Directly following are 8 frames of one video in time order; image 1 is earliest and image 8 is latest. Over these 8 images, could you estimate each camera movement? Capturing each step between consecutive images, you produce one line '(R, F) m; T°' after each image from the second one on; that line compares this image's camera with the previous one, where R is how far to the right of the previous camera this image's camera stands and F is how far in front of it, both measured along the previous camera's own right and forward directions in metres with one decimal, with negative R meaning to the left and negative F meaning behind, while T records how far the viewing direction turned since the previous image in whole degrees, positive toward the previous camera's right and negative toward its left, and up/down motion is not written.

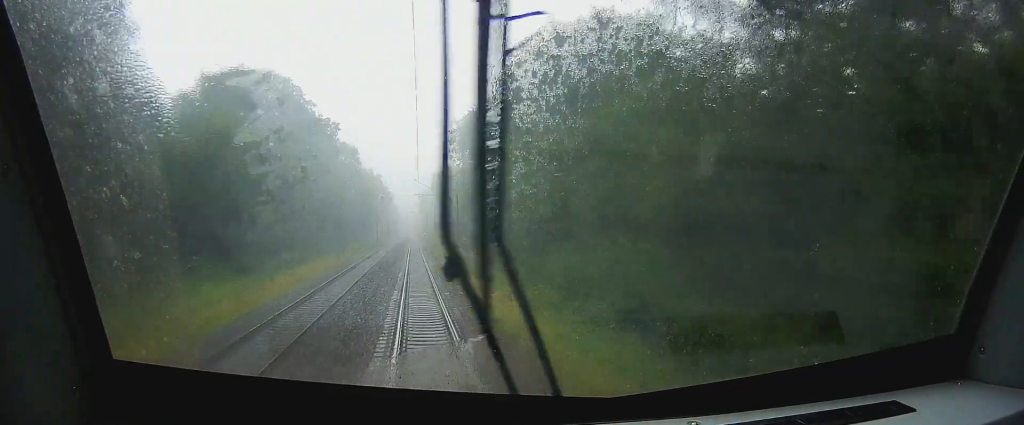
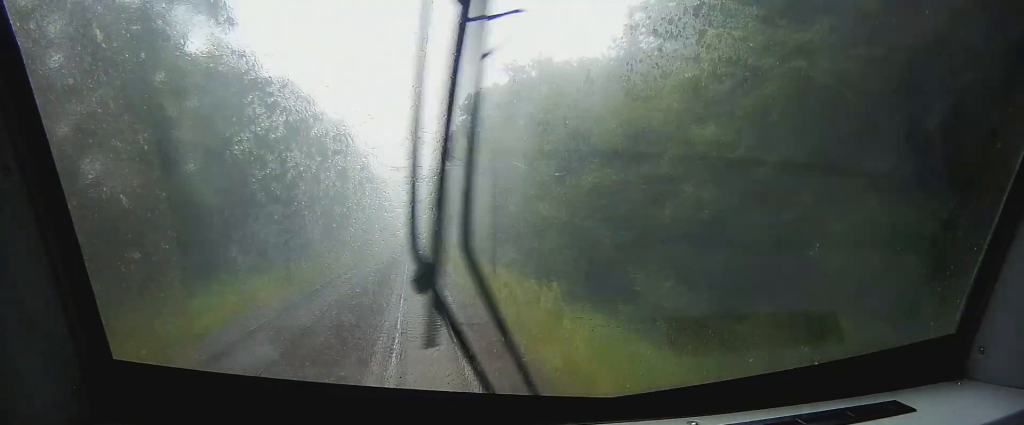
(-0.4, +93.5) m; -1°
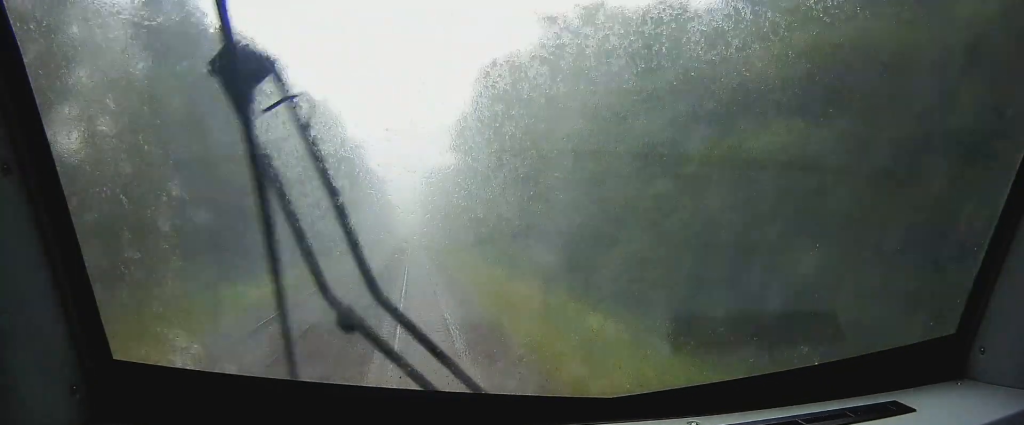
(-0.1, +15.4) m; 0°
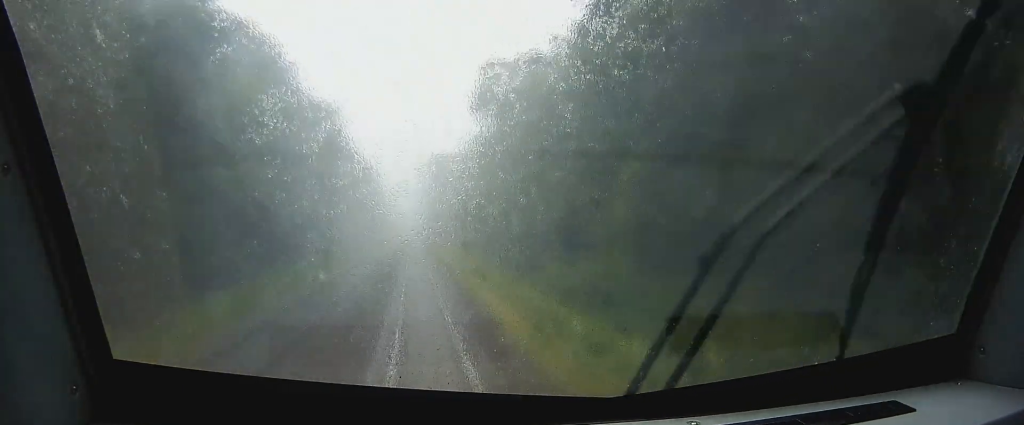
(-0.1, +30.6) m; 0°
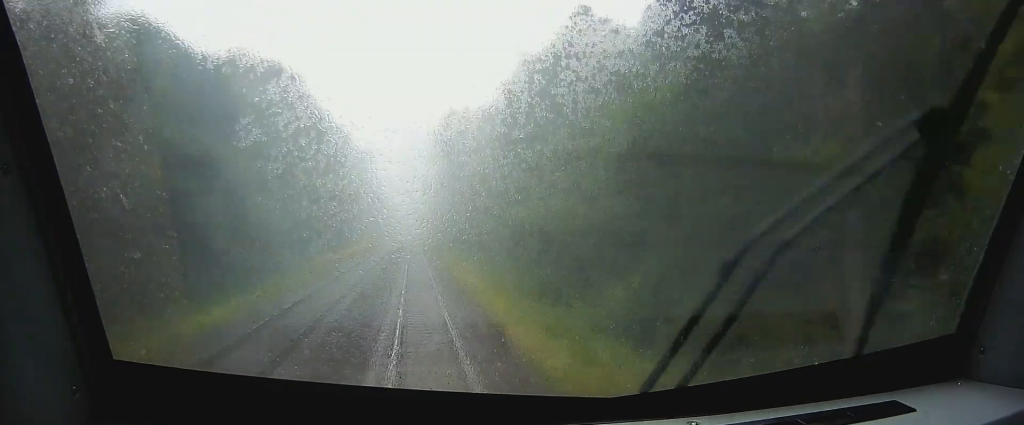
(-0.1, +55.3) m; 0°
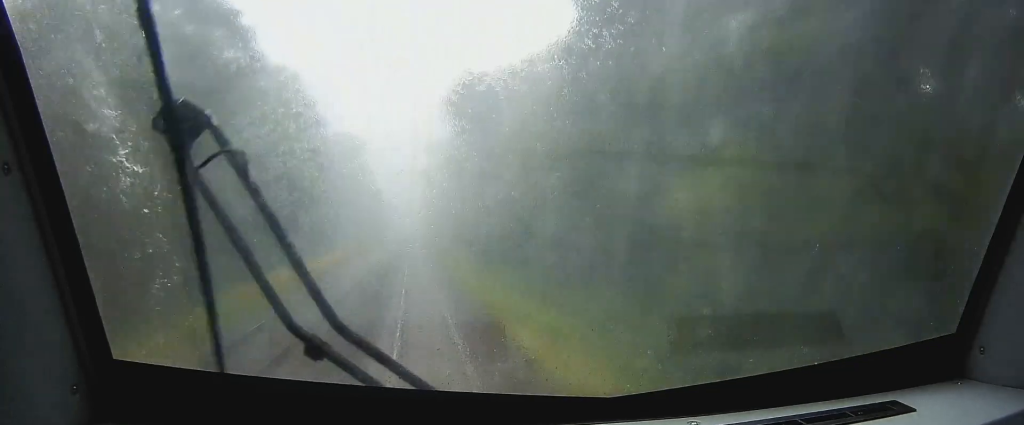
(+0.1, +23.5) m; 0°
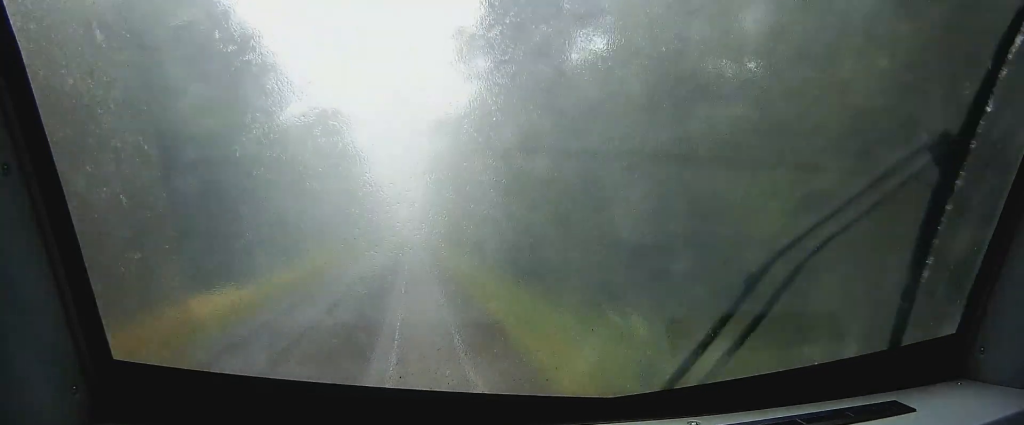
(0.0, +28.2) m; 0°
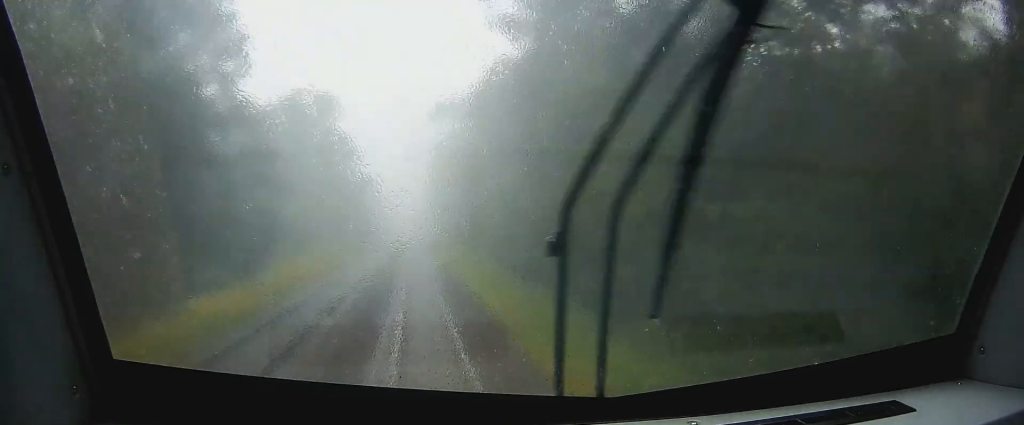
(0.0, +14.1) m; 0°
